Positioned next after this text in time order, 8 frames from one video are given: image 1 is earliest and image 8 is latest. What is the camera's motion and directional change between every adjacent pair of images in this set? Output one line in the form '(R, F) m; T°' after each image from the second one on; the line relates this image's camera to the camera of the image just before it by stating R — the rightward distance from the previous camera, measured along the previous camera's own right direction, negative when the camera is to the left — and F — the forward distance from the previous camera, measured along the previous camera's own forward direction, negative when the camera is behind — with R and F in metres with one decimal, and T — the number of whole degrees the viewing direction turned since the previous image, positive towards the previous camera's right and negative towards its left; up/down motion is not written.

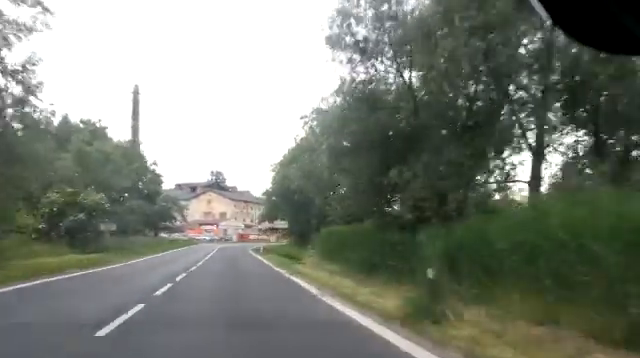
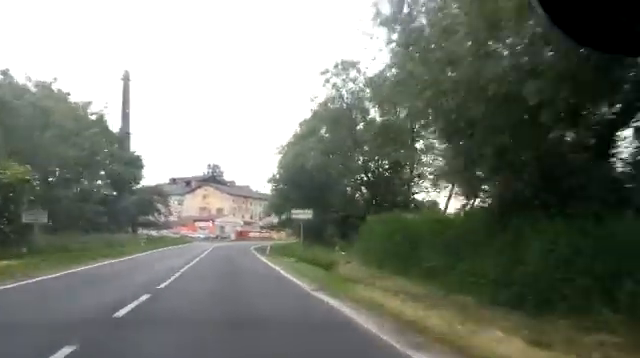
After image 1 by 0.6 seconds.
(0.0, +12.8) m; 0°
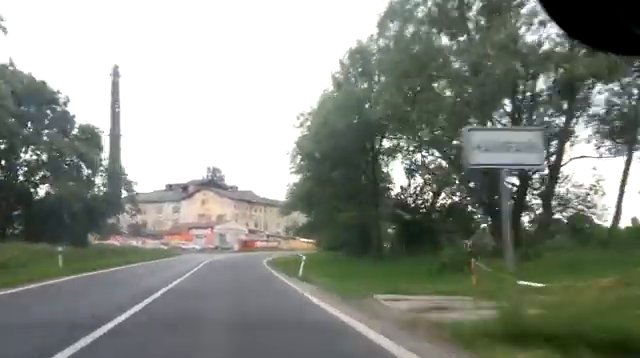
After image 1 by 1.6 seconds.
(+0.1, +18.5) m; +1°
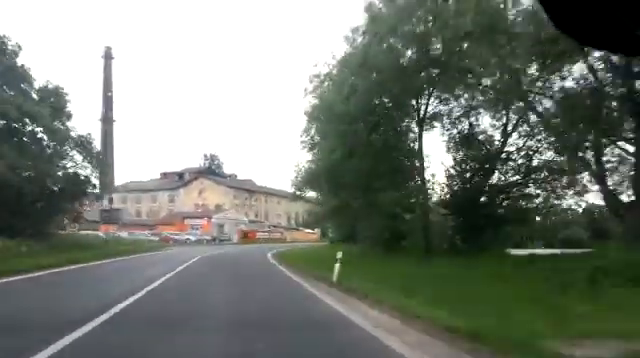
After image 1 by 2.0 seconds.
(+0.1, +7.8) m; 0°
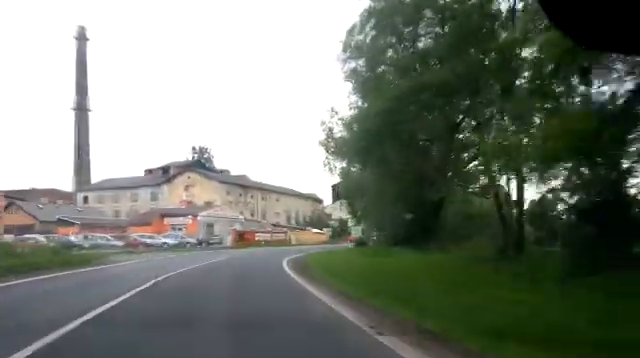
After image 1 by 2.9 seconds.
(0.0, +17.3) m; +1°
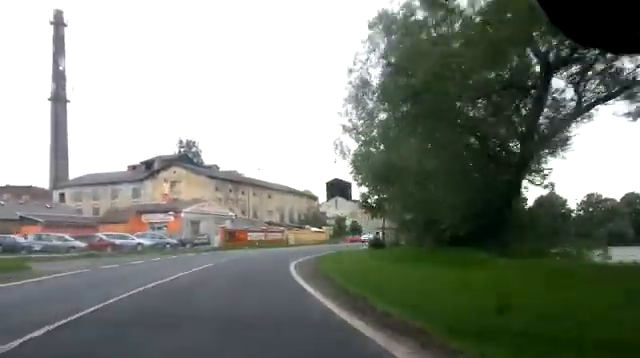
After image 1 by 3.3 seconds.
(0.0, +8.8) m; +1°
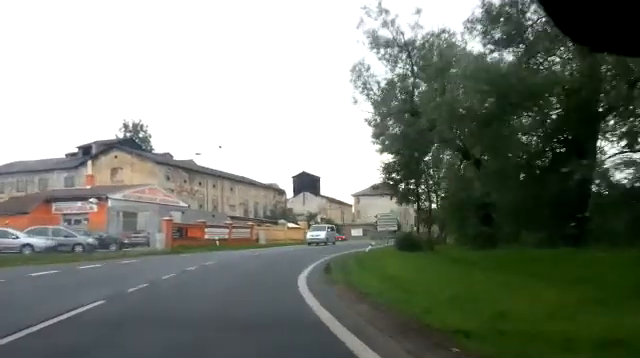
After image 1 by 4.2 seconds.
(+0.2, +15.3) m; +3°
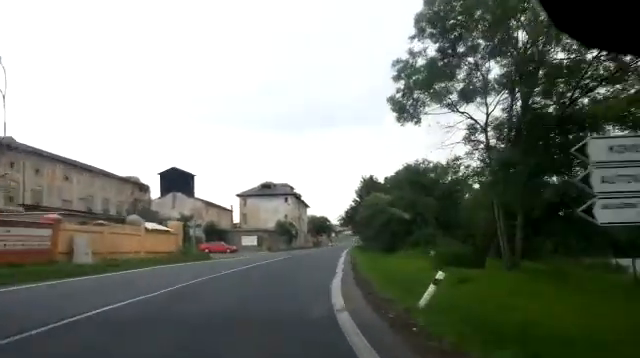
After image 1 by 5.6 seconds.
(+1.7, +25.0) m; +11°
